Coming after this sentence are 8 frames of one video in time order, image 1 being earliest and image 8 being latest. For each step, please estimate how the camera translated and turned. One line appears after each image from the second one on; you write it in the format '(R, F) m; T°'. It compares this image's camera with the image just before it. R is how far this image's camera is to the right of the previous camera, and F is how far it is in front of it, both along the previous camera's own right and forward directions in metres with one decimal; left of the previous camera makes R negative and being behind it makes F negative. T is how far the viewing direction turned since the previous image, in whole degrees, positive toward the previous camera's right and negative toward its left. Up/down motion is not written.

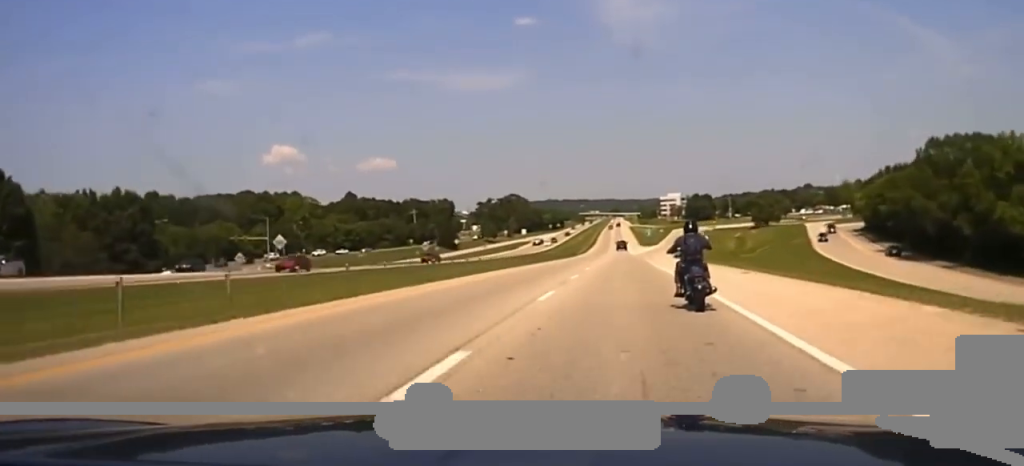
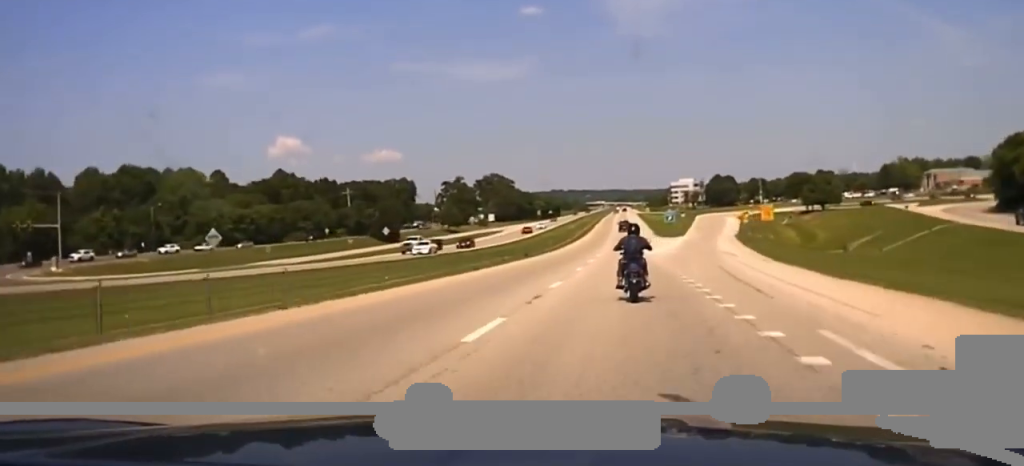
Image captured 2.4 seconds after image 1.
(-0.3, +82.5) m; -1°
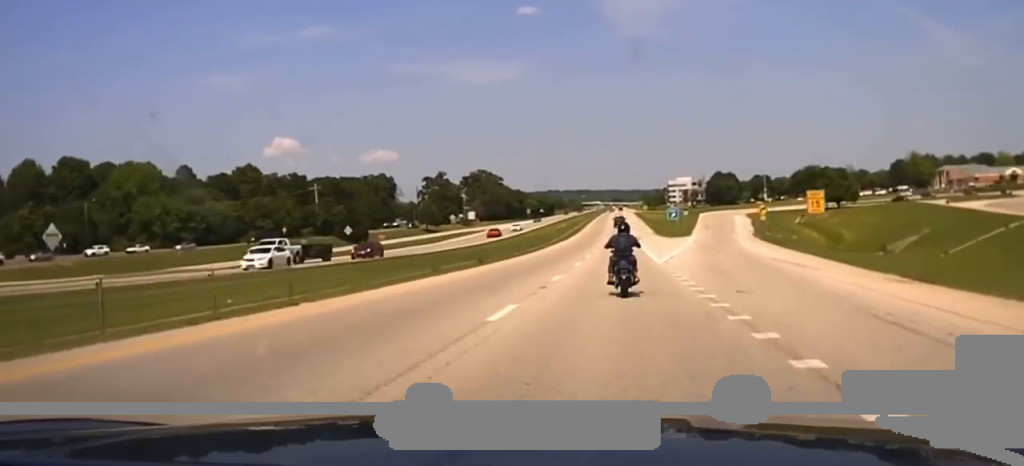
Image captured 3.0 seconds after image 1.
(0.0, +19.6) m; 0°
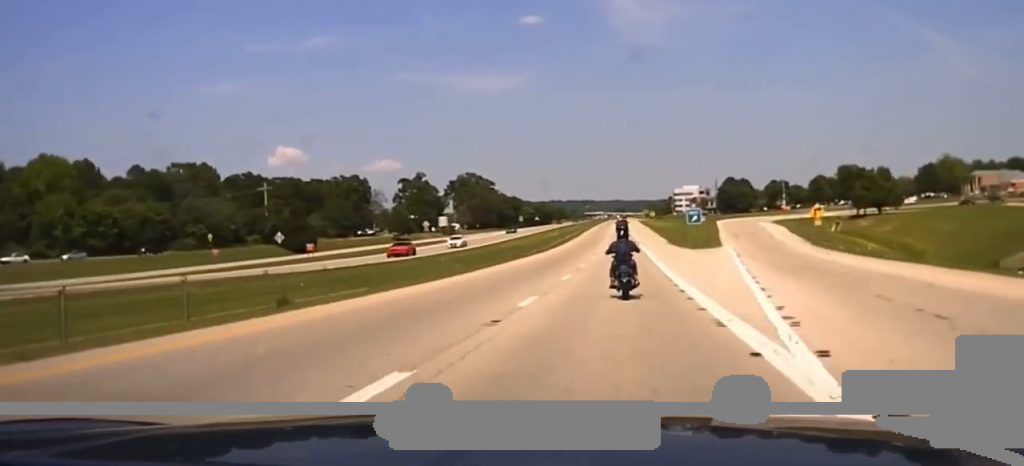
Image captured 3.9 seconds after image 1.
(0.0, +29.6) m; 0°
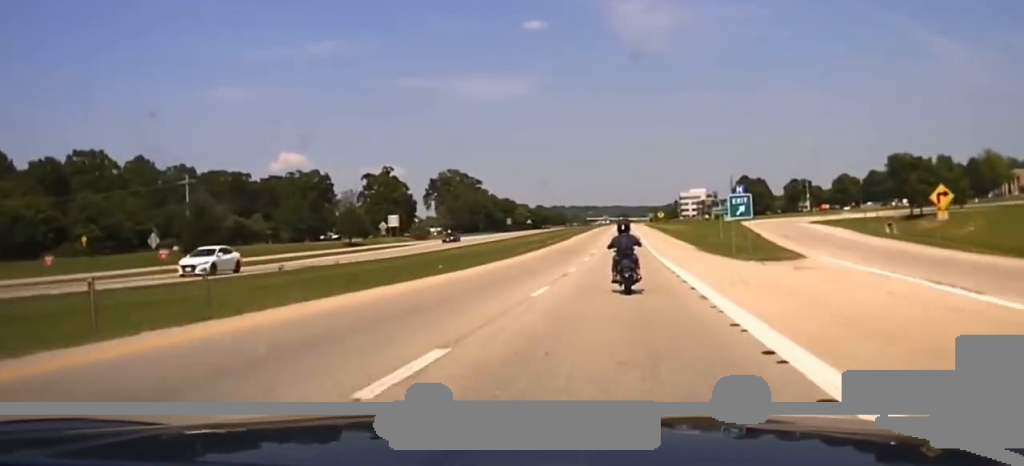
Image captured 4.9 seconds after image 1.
(+0.1, +32.8) m; 0°
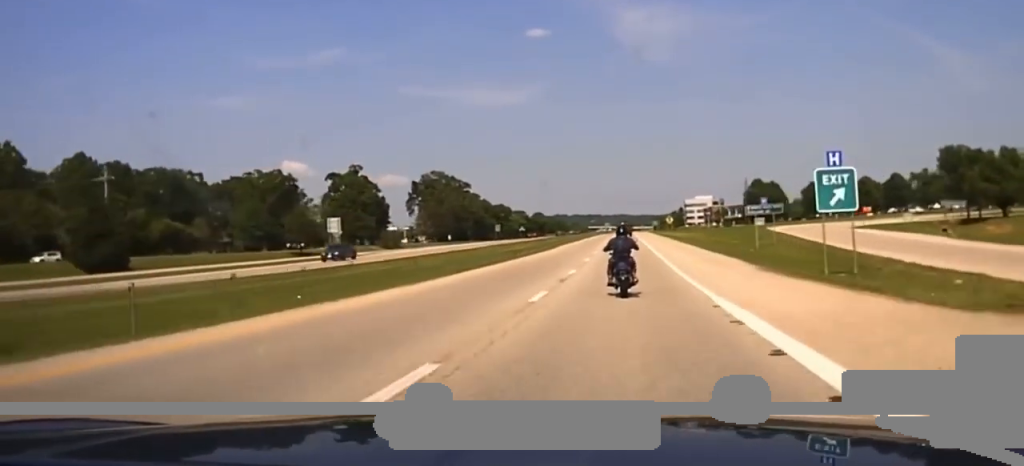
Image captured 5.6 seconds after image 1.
(+0.1, +25.1) m; 0°
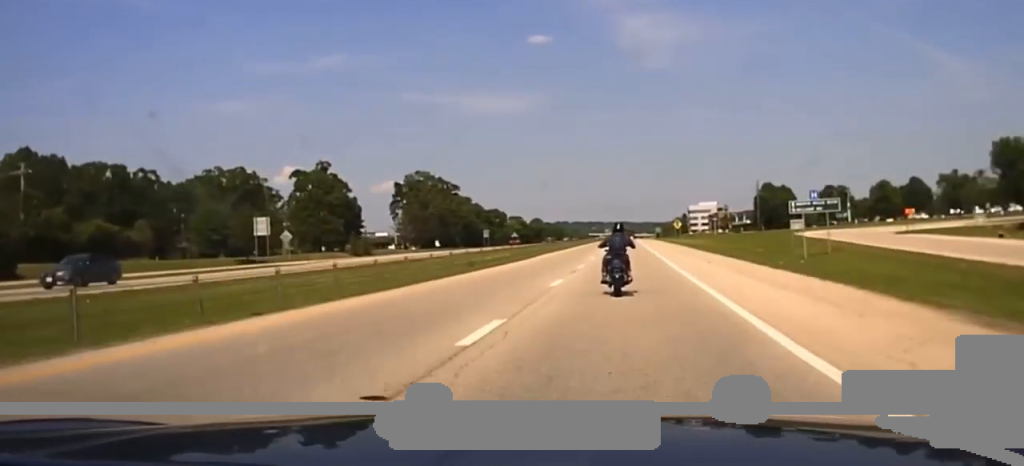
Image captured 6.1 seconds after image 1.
(-0.2, +20.4) m; 0°
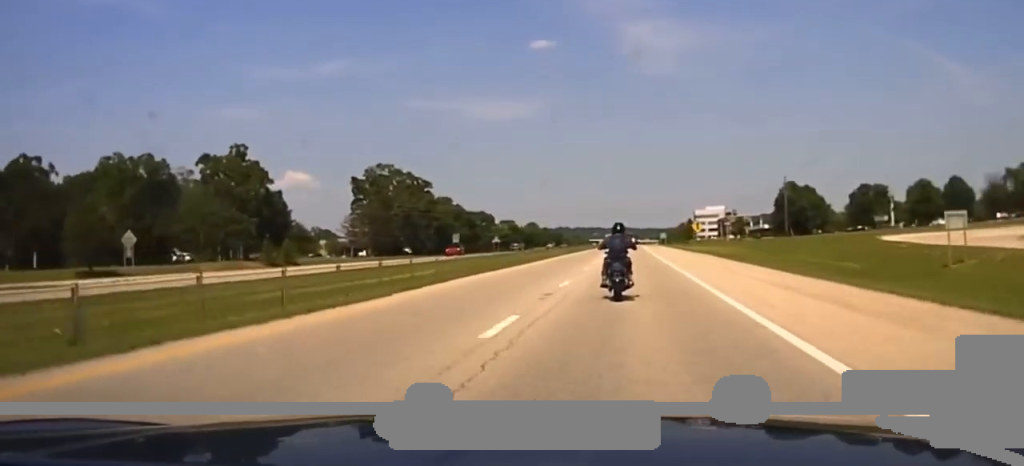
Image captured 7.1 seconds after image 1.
(-0.1, +38.2) m; 0°
